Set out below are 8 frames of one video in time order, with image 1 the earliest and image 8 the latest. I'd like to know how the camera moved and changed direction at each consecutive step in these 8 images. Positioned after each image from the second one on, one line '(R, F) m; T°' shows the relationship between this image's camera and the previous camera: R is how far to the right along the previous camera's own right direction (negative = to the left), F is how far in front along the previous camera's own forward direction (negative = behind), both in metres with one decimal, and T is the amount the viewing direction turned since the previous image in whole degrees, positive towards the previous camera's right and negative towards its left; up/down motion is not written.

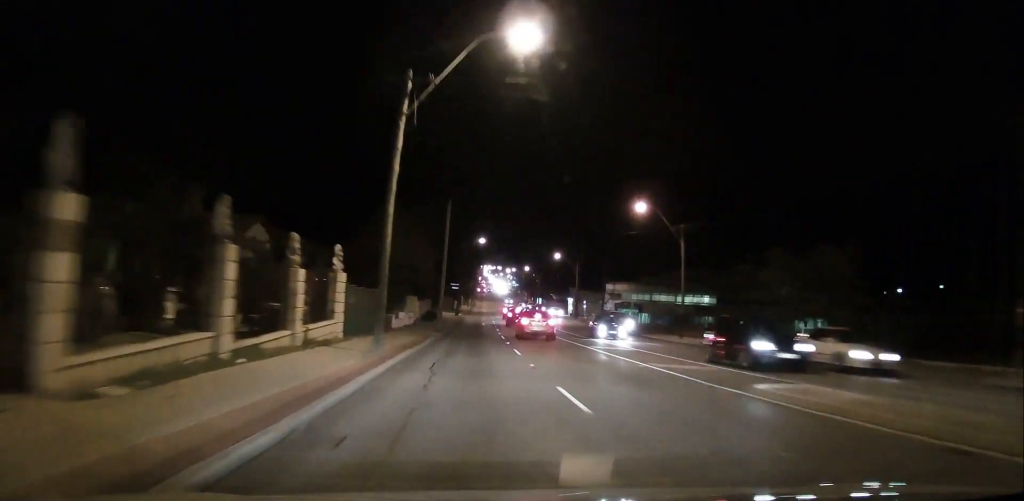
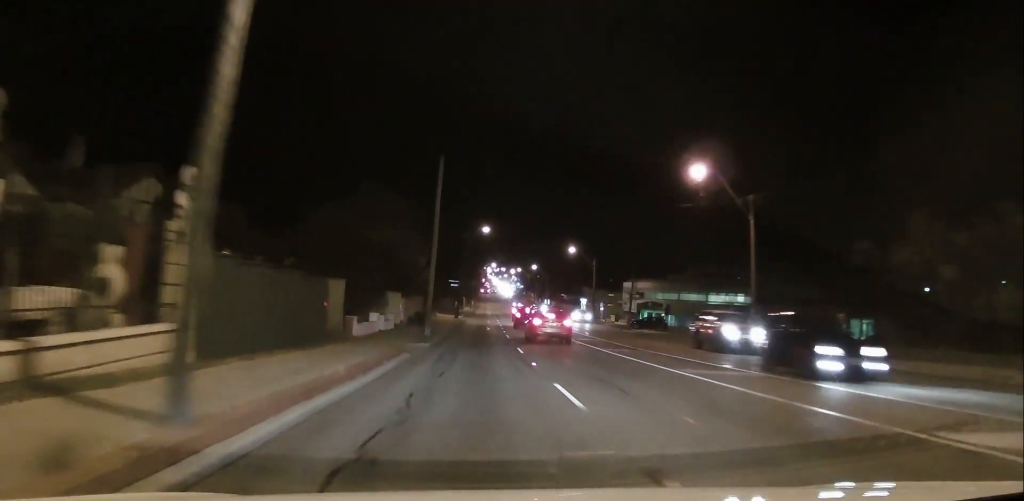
(0.0, +12.1) m; 0°
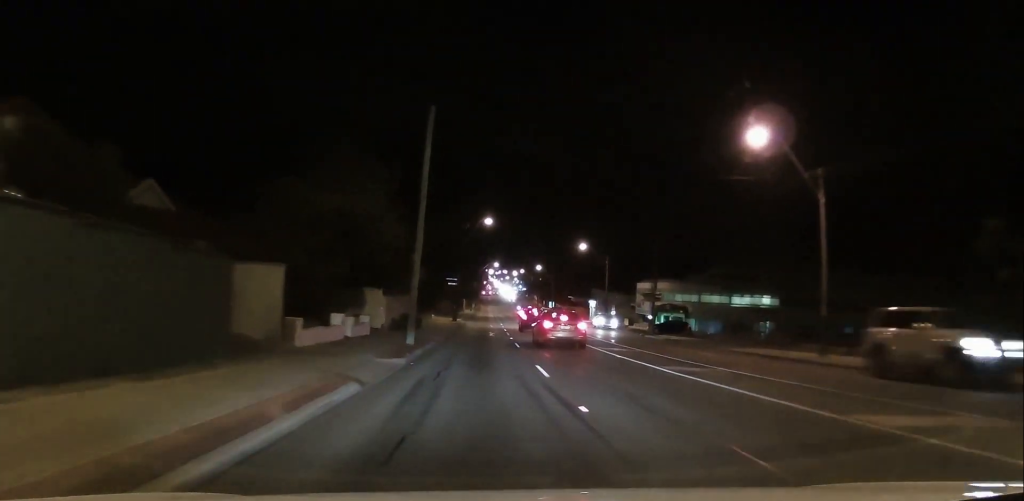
(0.0, +7.7) m; 0°
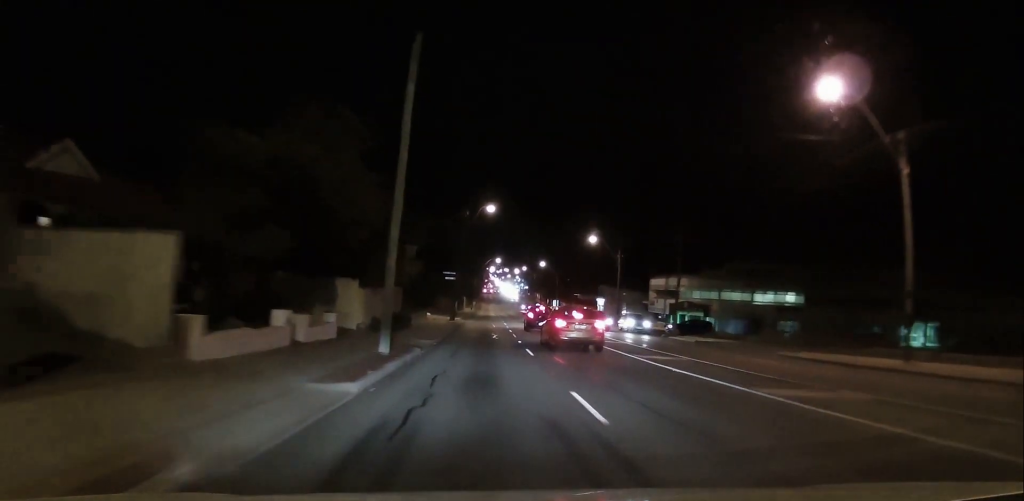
(0.0, +6.3) m; 0°
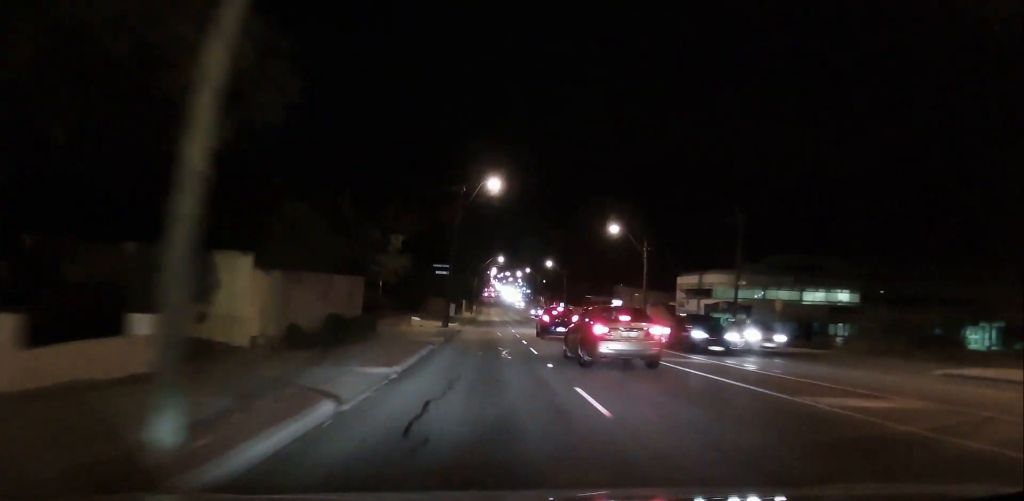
(0.0, +11.6) m; 0°
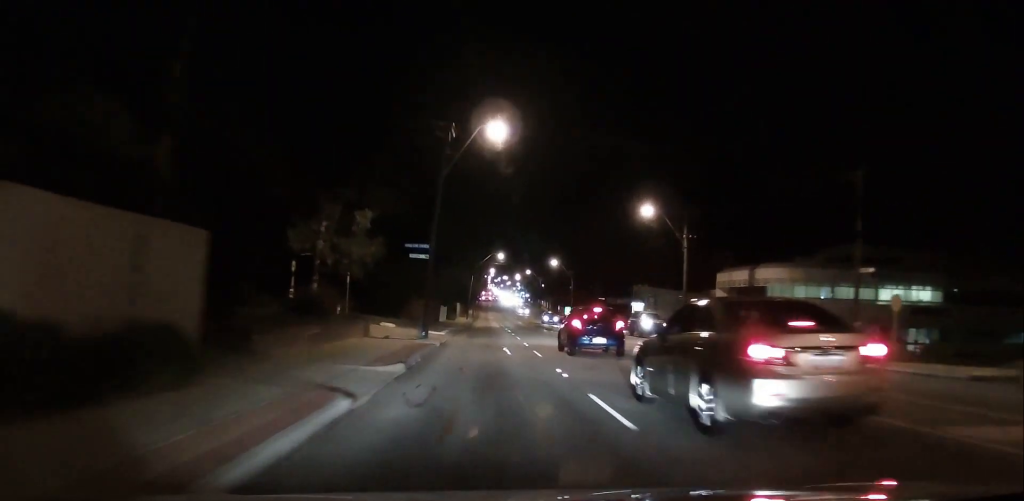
(0.0, +13.4) m; 0°
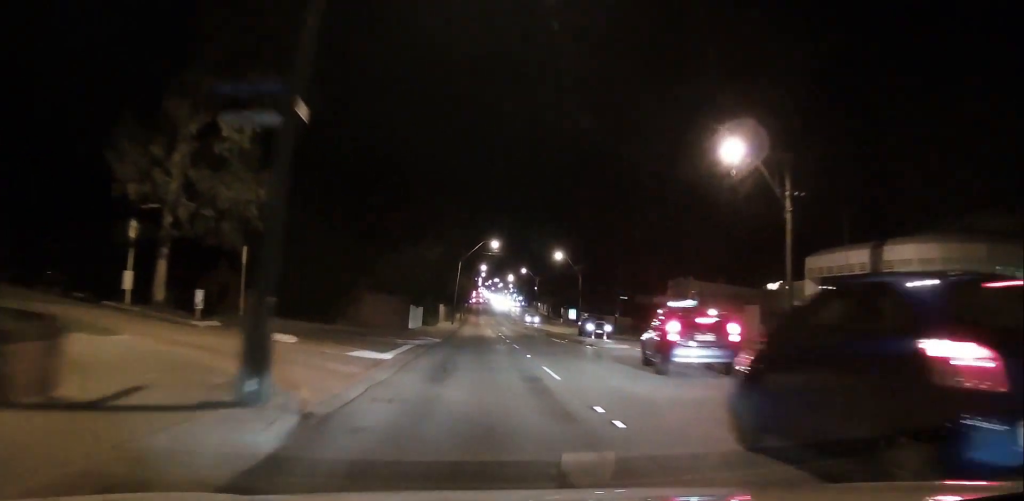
(+0.1, +18.8) m; +1°
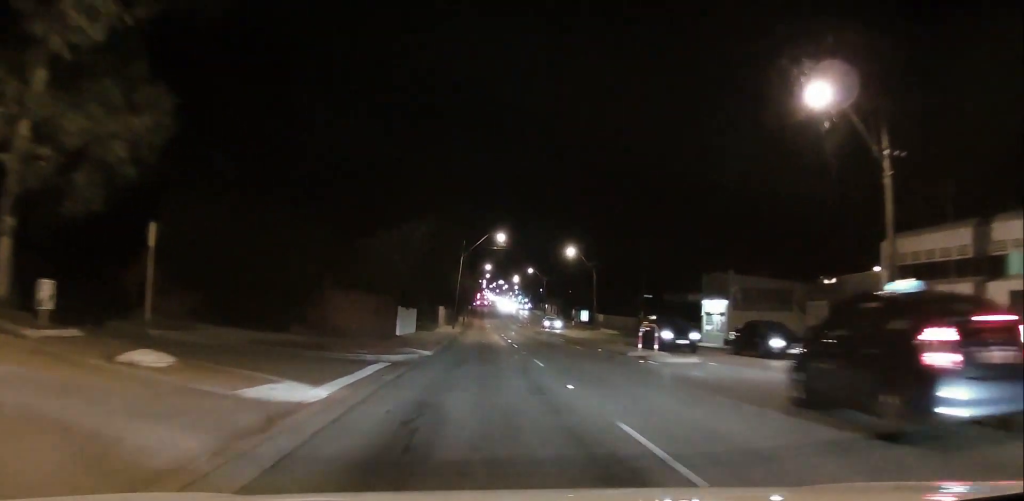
(0.0, +8.3) m; +1°
